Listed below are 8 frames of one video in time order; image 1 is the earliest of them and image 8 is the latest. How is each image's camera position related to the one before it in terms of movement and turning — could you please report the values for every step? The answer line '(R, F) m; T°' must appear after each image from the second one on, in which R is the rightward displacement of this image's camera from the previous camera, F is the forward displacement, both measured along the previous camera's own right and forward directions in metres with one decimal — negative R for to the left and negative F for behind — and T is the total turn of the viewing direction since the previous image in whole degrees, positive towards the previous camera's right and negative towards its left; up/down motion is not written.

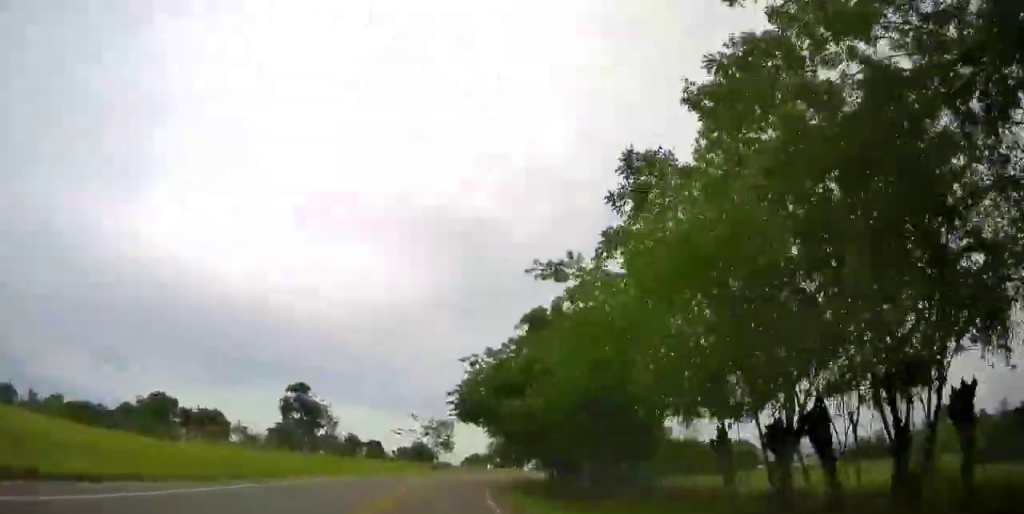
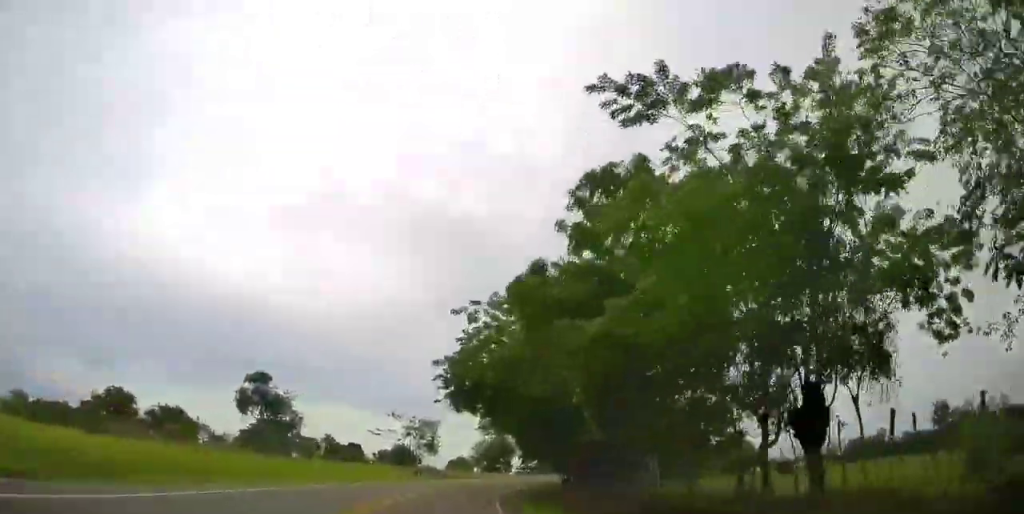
(-0.1, +12.9) m; 0°
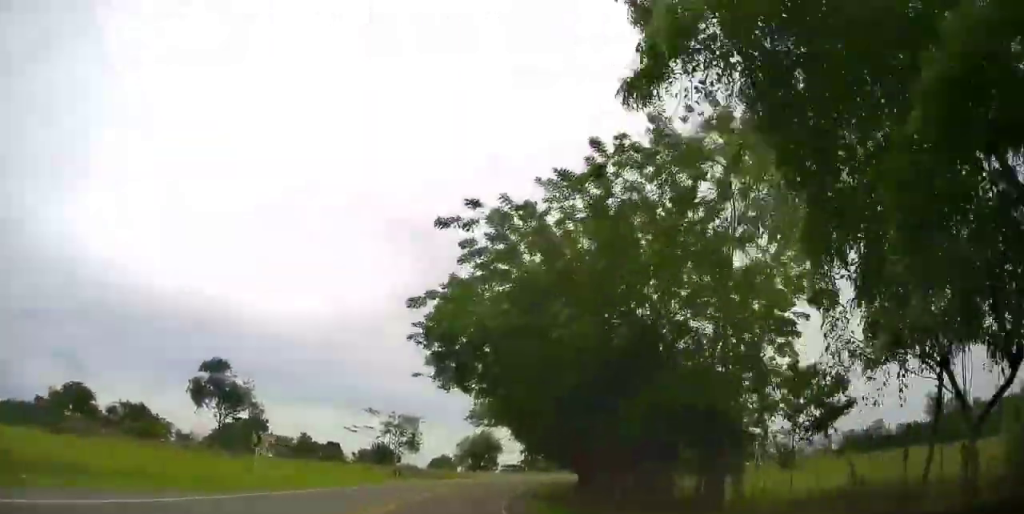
(+0.1, +9.4) m; +1°
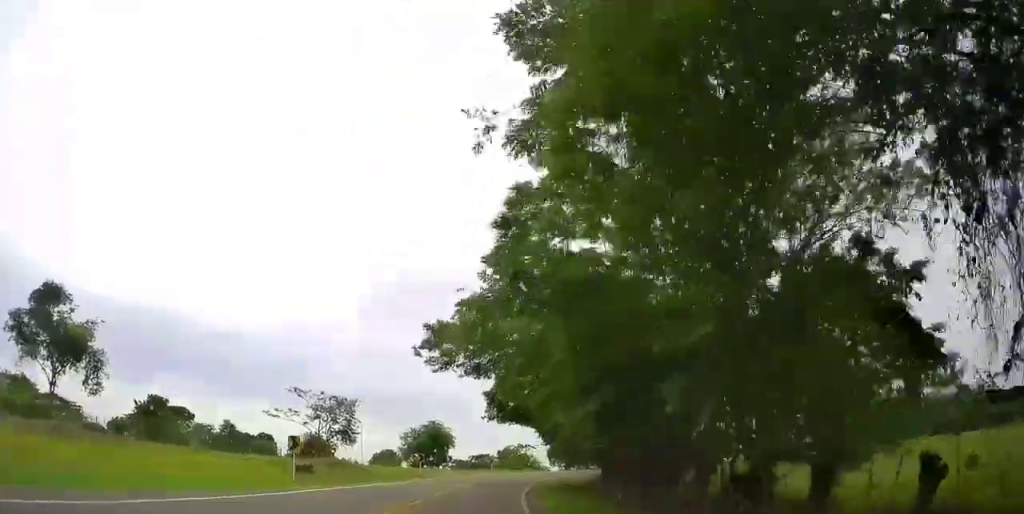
(+0.4, +23.7) m; +4°
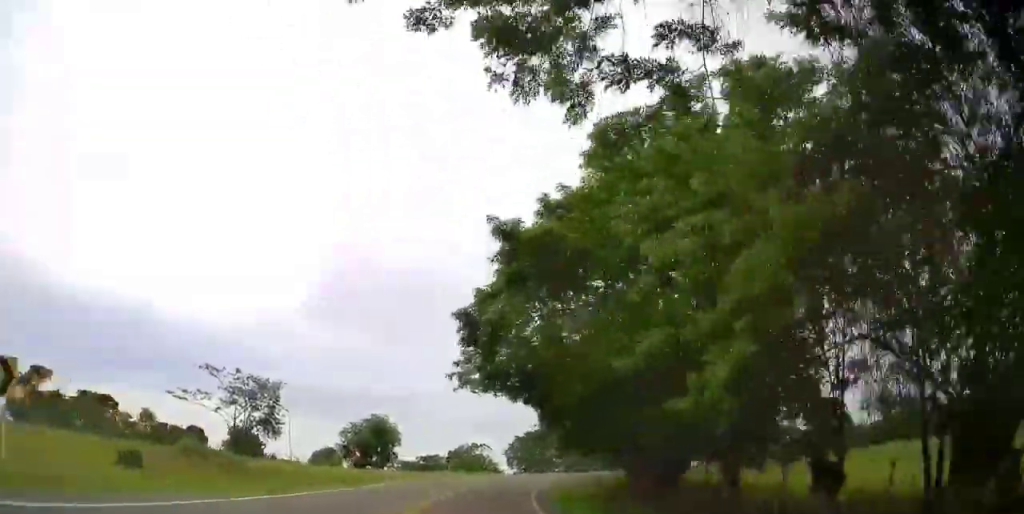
(+0.7, +21.8) m; +1°
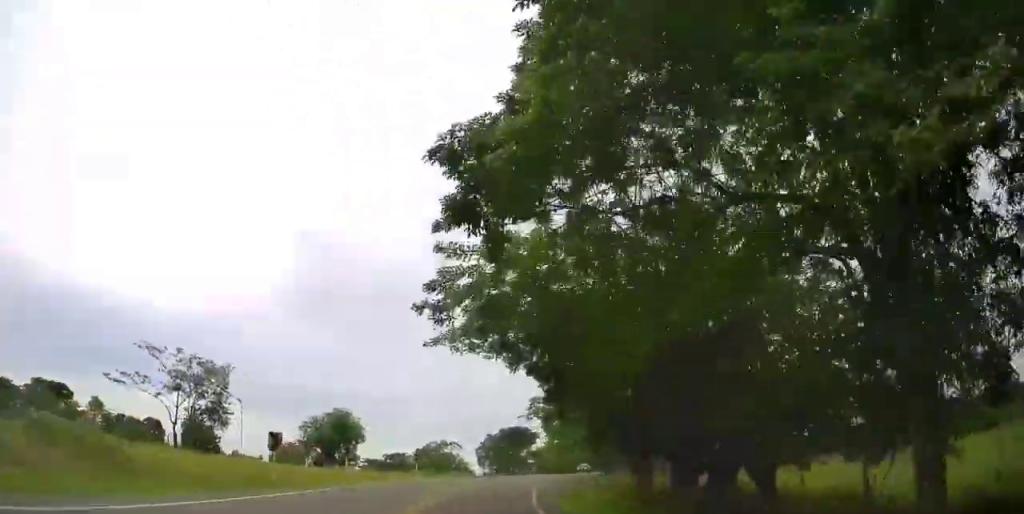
(-0.2, +10.1) m; +4°
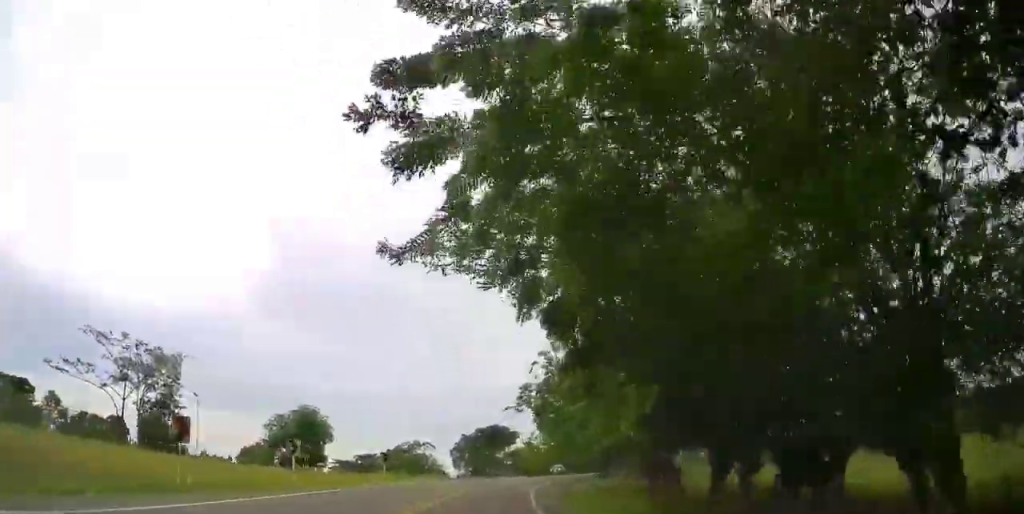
(-0.7, +7.8) m; +3°
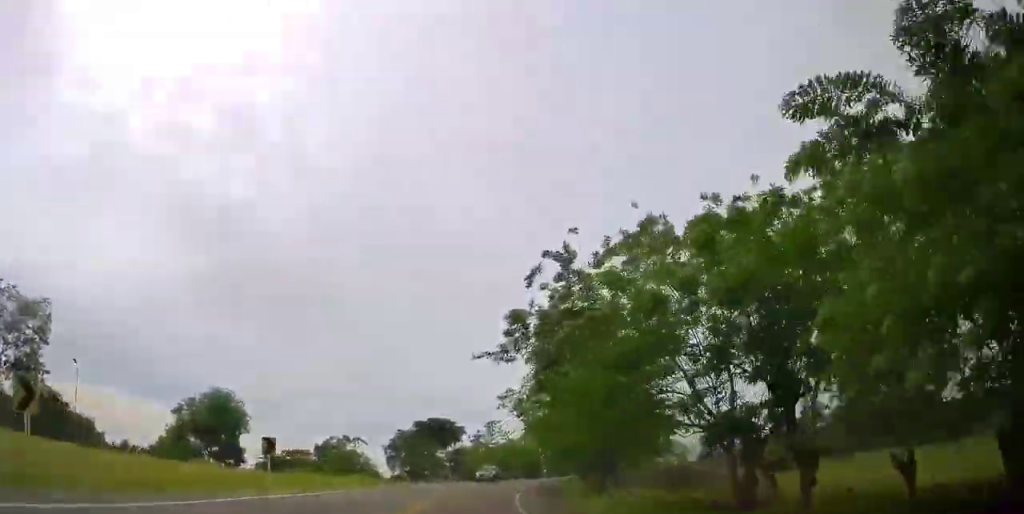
(+2.5, +13.5) m; +11°
